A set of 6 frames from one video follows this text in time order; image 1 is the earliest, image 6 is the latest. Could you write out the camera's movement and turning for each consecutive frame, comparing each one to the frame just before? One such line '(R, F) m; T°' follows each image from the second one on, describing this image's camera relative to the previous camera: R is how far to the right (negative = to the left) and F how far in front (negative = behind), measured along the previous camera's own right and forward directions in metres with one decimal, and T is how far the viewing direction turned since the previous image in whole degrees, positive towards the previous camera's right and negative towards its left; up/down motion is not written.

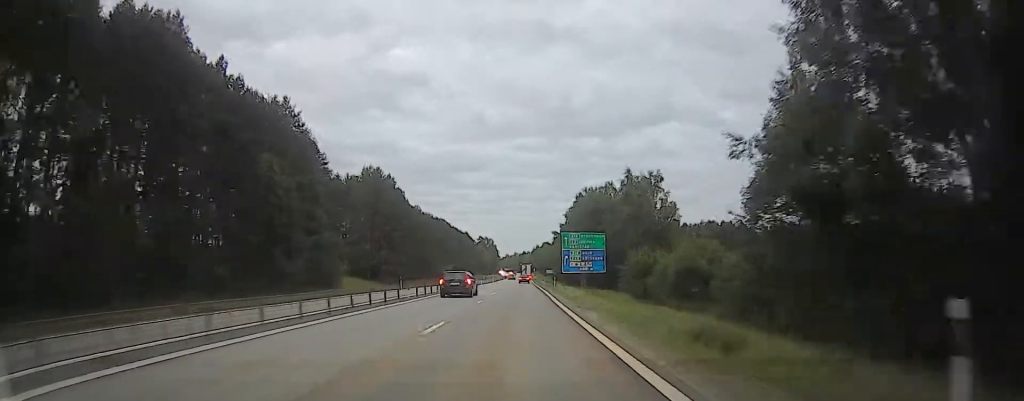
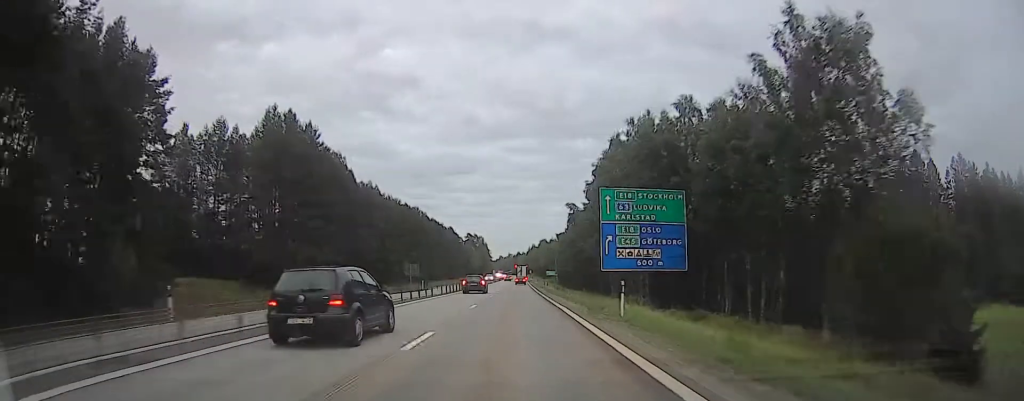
(-0.7, +38.4) m; 0°
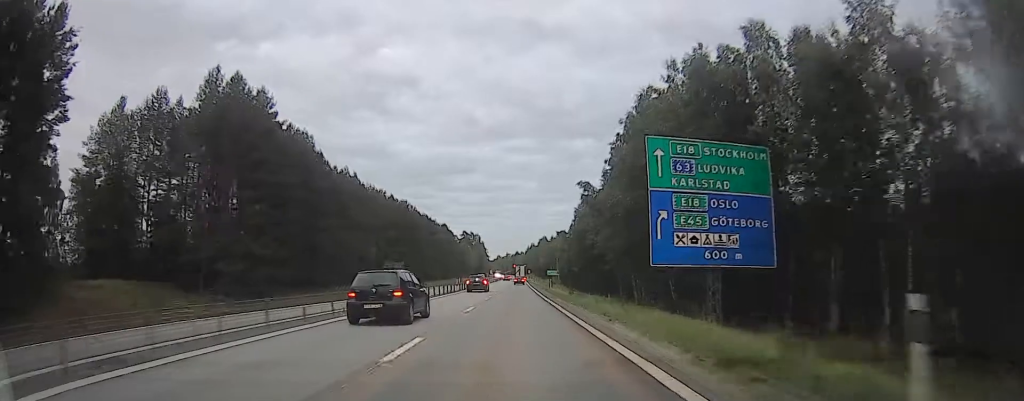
(+0.3, +13.3) m; +1°
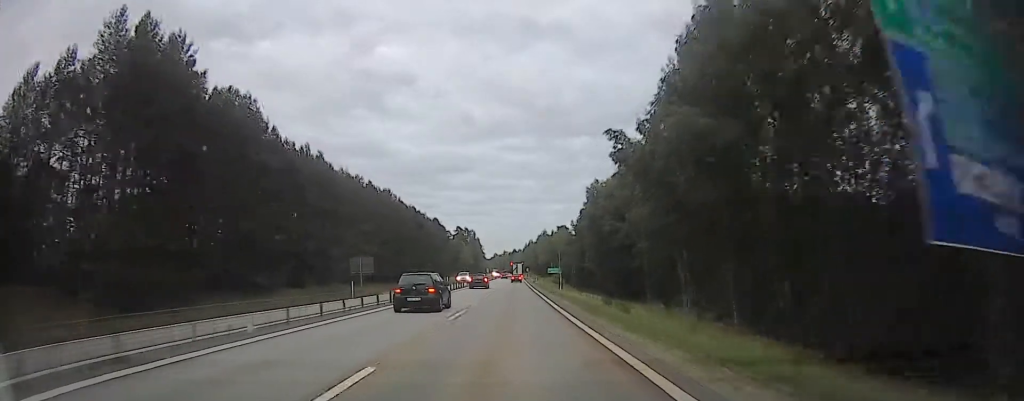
(+0.1, +15.7) m; 0°
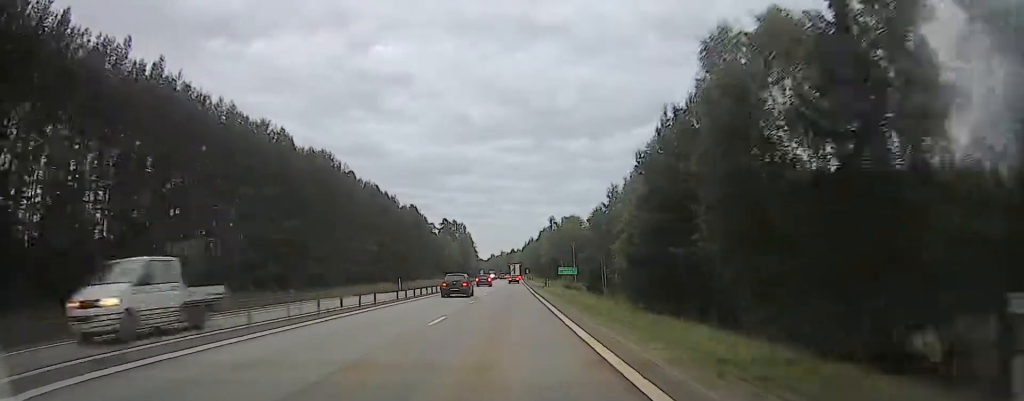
(0.0, +38.8) m; 0°
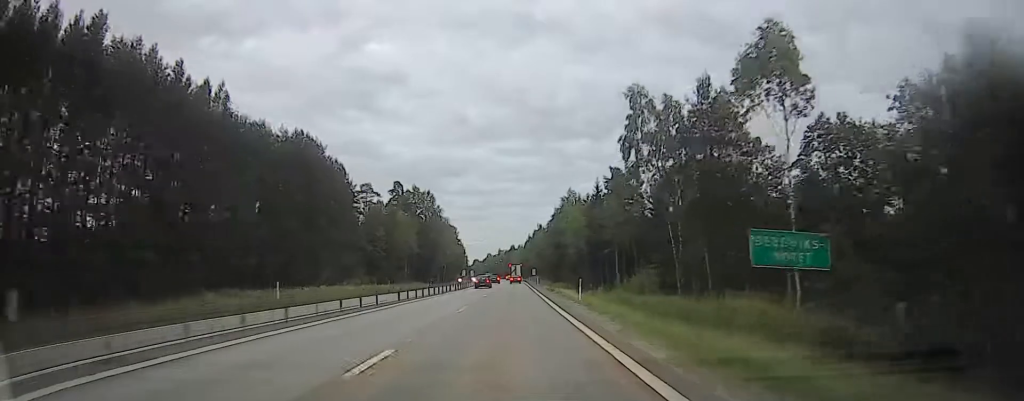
(-0.1, +79.9) m; 0°
